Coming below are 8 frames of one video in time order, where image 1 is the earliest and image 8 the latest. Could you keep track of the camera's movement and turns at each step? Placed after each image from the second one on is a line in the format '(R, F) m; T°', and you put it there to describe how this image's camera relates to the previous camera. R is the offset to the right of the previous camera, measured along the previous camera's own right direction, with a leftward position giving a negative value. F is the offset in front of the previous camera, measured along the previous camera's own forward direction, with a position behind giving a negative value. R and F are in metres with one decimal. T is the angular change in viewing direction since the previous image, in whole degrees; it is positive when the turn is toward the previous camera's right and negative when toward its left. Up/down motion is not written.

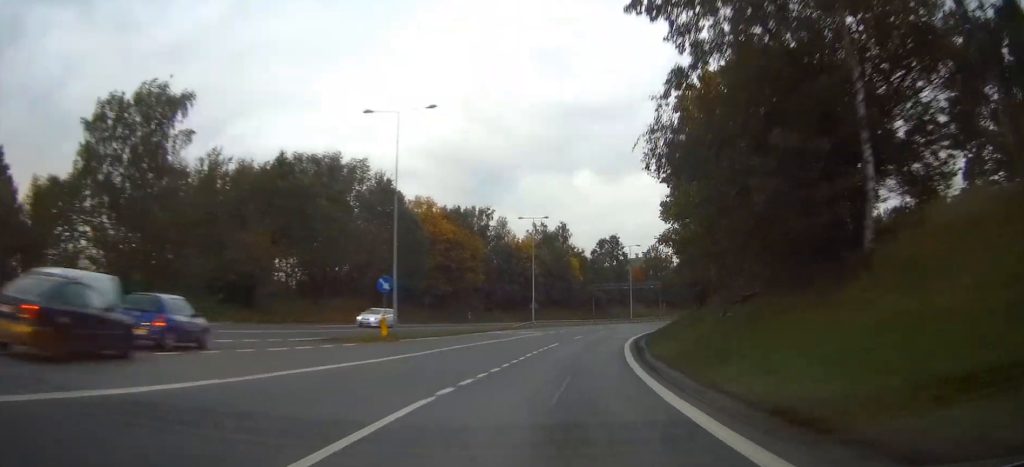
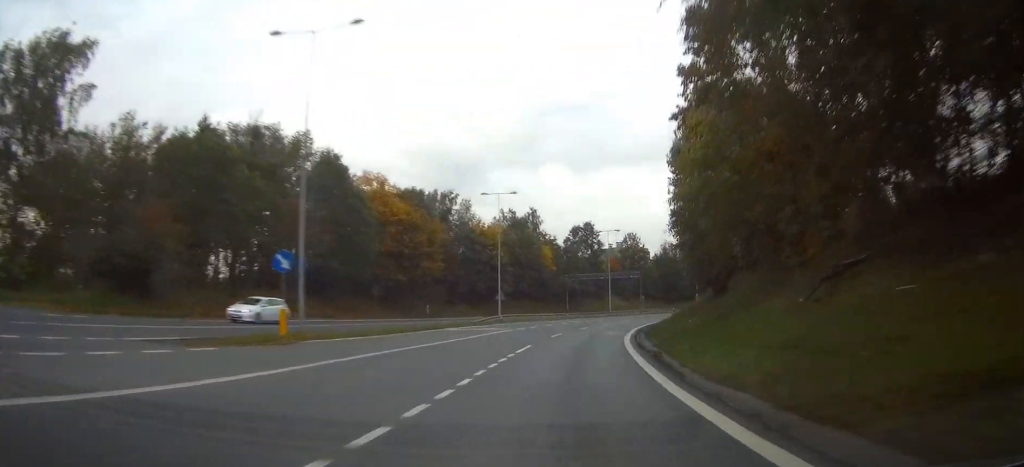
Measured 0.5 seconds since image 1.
(-0.1, +10.1) m; +2°
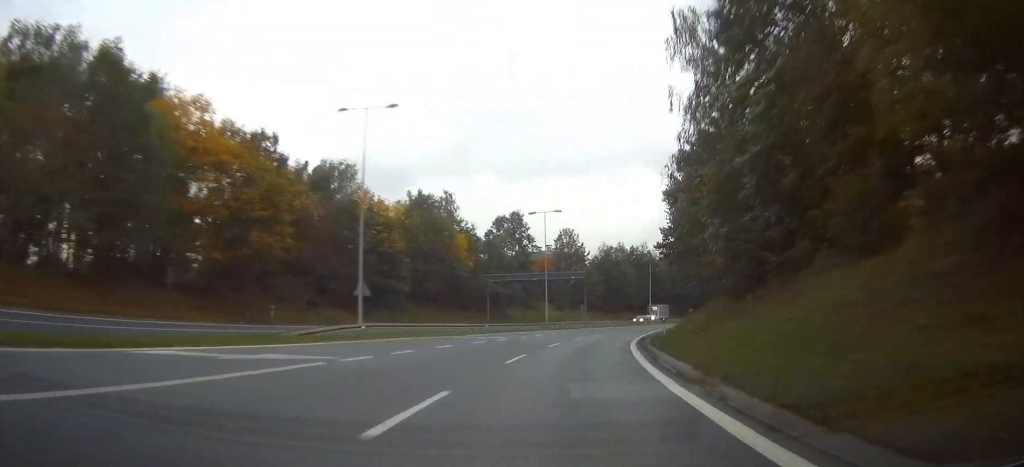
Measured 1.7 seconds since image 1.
(+1.7, +26.9) m; +6°
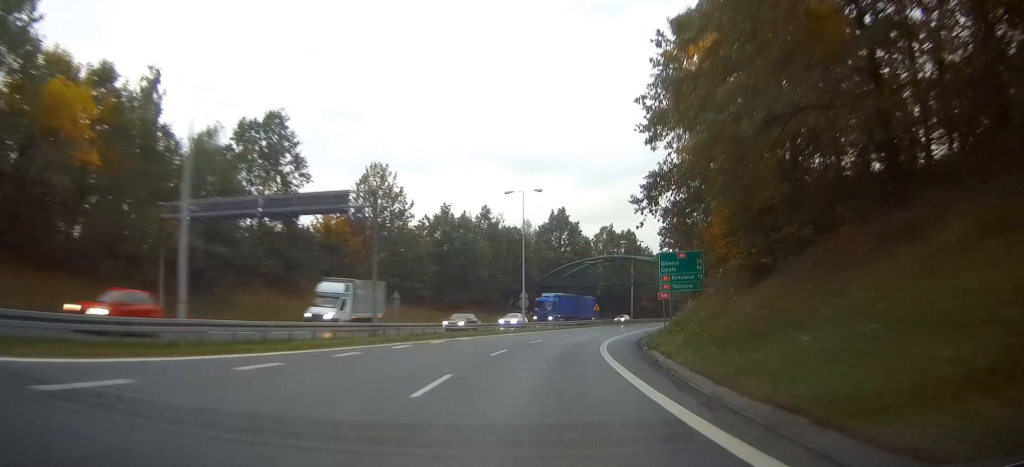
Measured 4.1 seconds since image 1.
(+5.9, +53.8) m; +12°
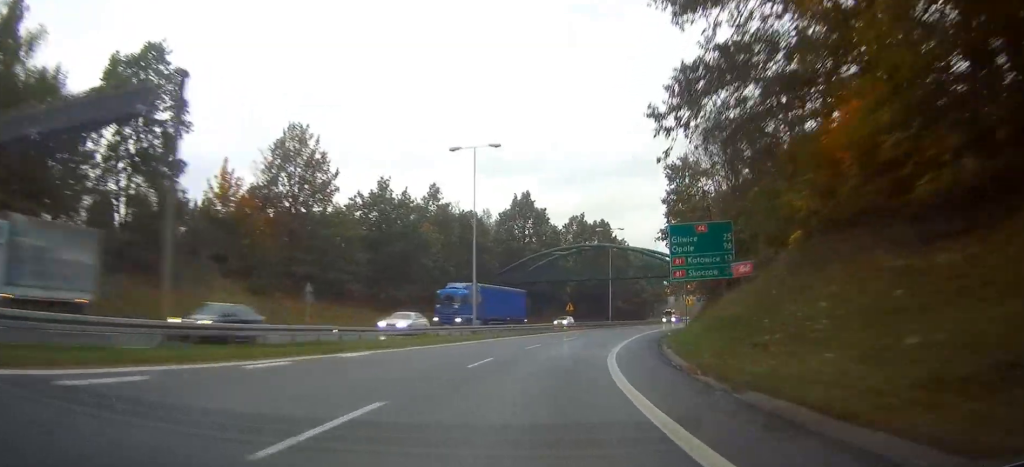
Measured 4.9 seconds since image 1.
(+0.4, +16.3) m; +3°
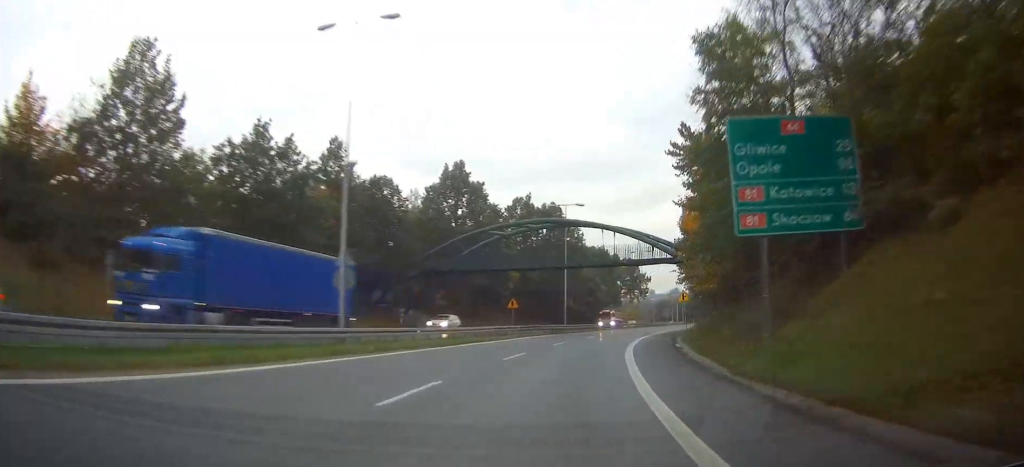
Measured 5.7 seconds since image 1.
(+0.4, +18.9) m; +4°
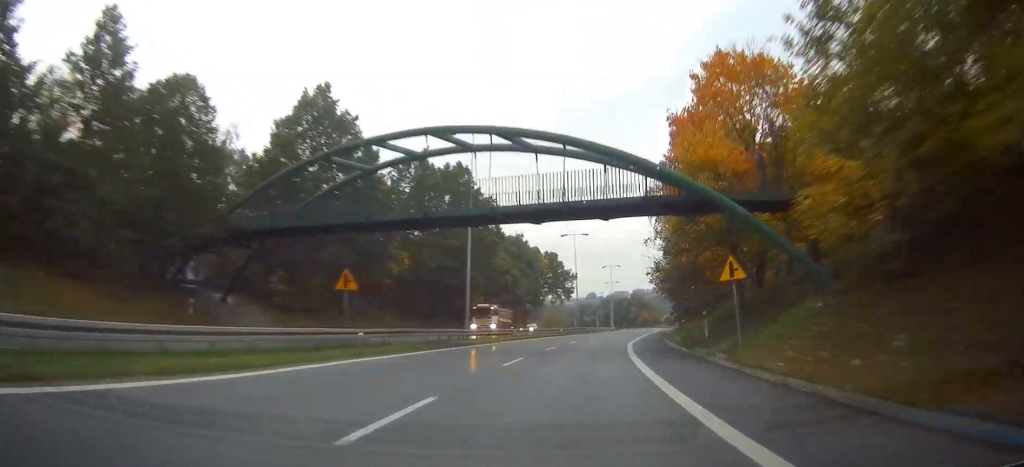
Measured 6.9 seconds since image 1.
(+1.3, +22.9) m; +6°
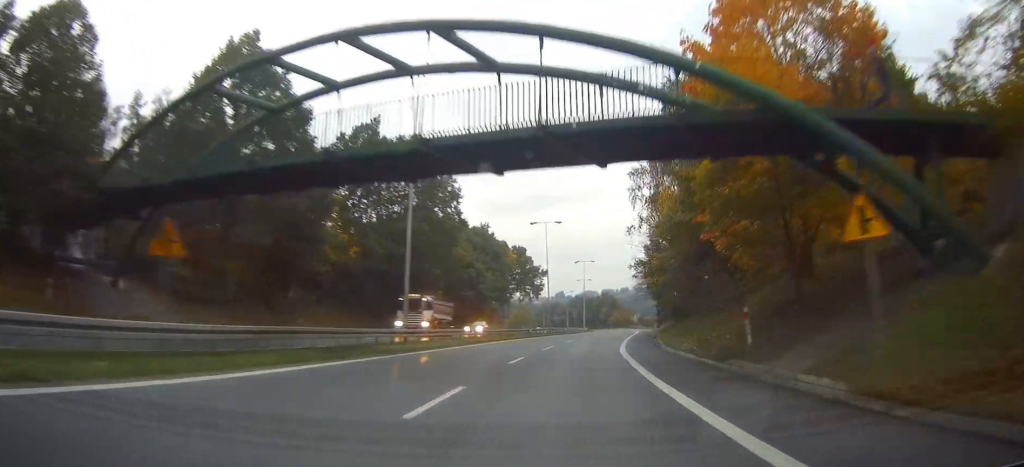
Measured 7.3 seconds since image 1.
(+0.1, +8.2) m; +2°
